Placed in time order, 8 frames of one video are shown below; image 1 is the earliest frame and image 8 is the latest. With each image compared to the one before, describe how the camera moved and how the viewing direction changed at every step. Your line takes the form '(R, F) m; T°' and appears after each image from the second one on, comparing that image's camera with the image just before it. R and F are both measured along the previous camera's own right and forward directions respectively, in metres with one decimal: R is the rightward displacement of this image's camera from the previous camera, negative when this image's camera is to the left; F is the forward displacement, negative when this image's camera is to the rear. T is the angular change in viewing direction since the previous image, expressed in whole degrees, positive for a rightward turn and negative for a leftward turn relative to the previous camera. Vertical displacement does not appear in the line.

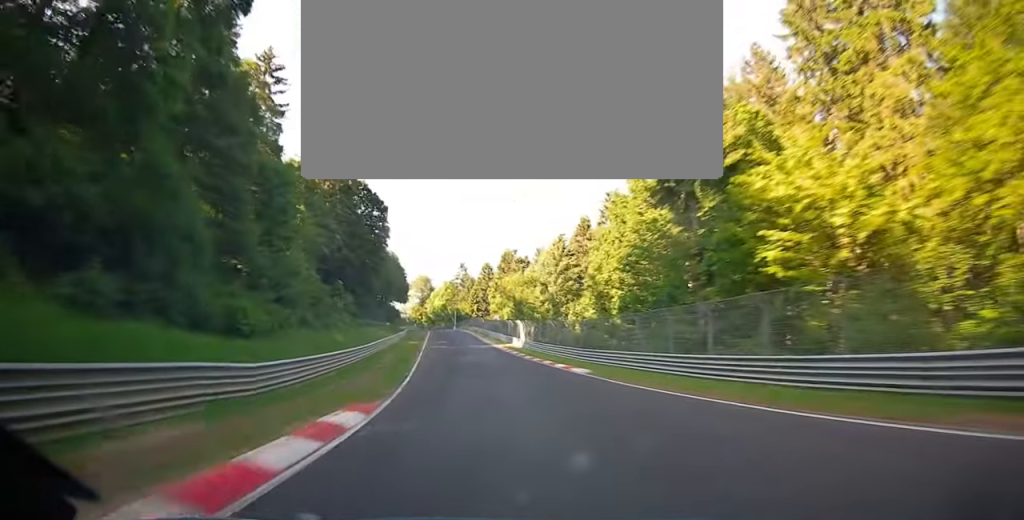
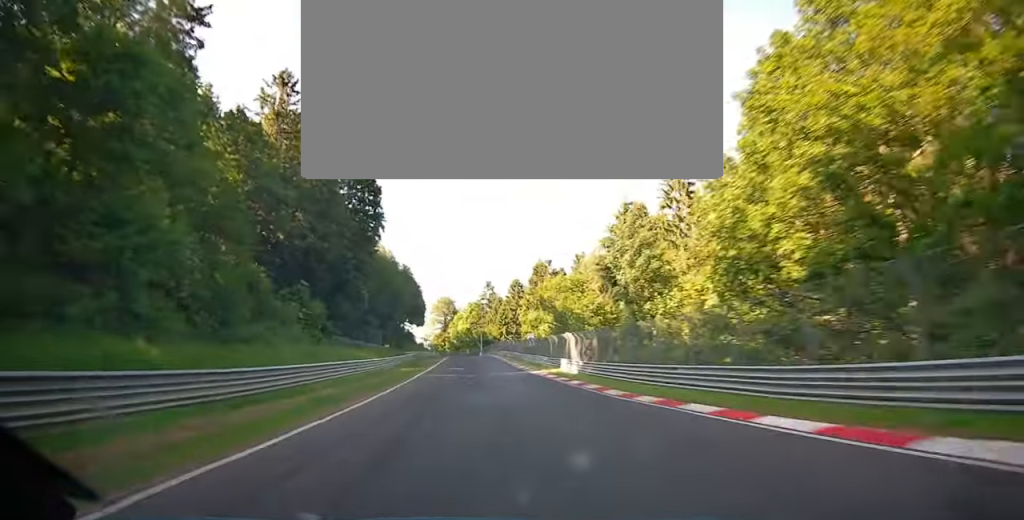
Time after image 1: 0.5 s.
(+0.5, +22.2) m; +1°
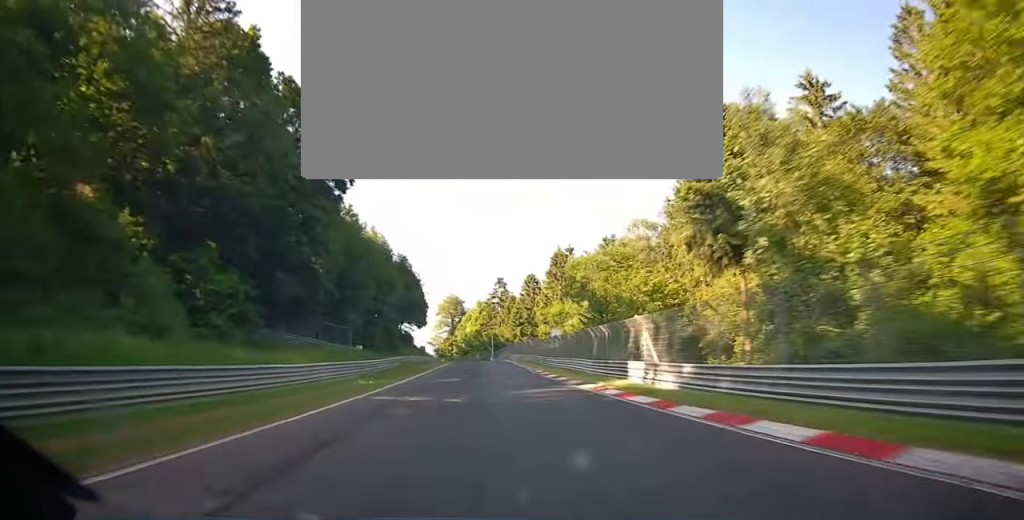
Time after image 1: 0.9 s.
(+0.3, +17.9) m; 0°
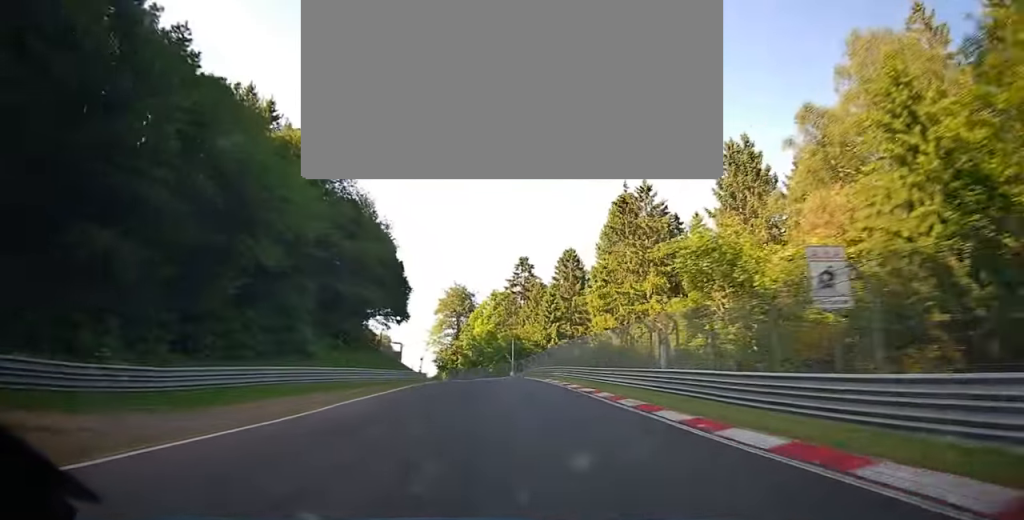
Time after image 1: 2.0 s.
(-0.3, +44.4) m; -7°
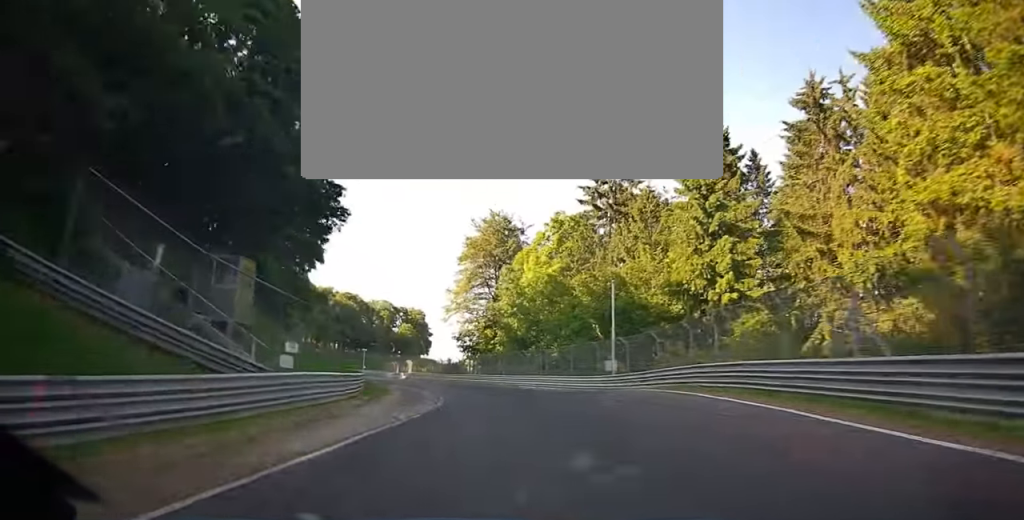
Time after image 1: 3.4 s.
(-10.0, +50.7) m; -24°
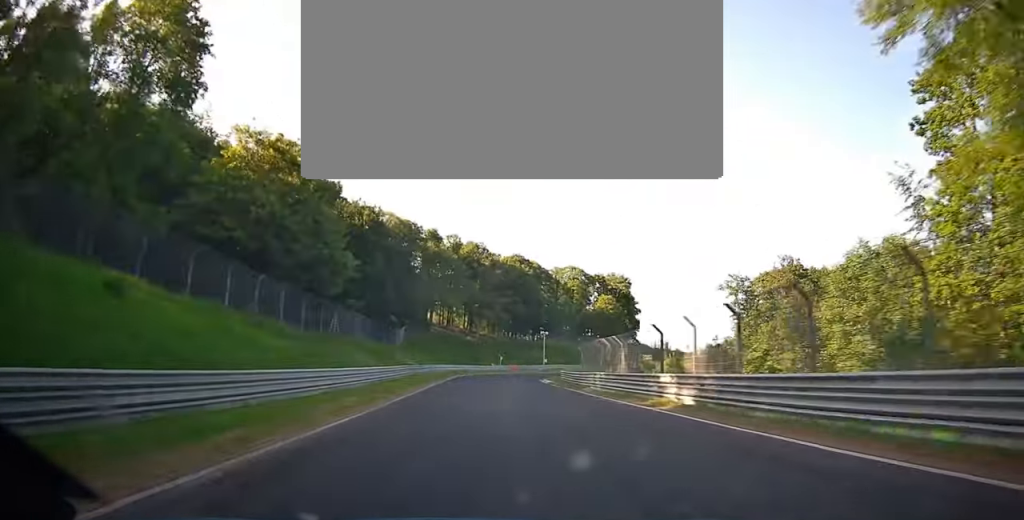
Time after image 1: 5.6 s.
(-26.2, +65.9) m; -28°
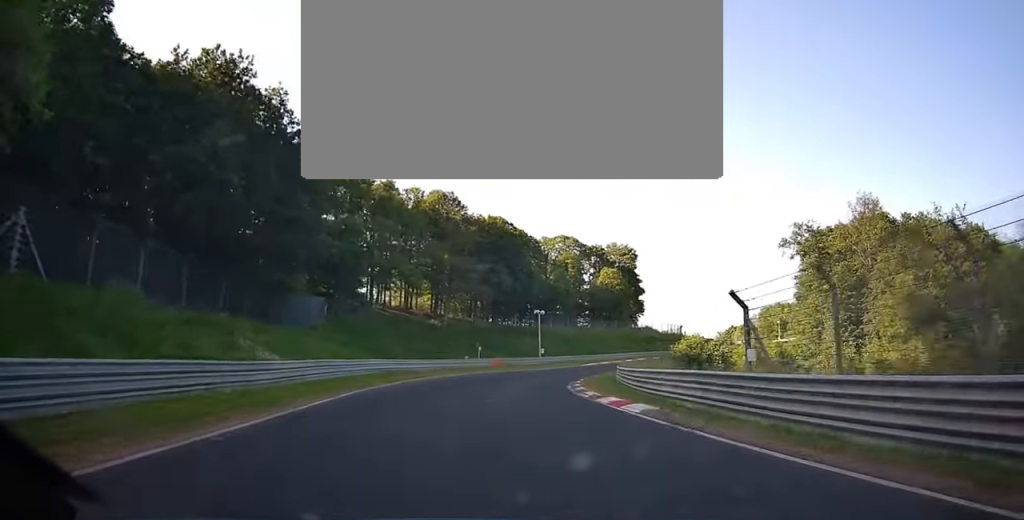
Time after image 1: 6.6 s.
(+2.3, +31.0) m; +14°
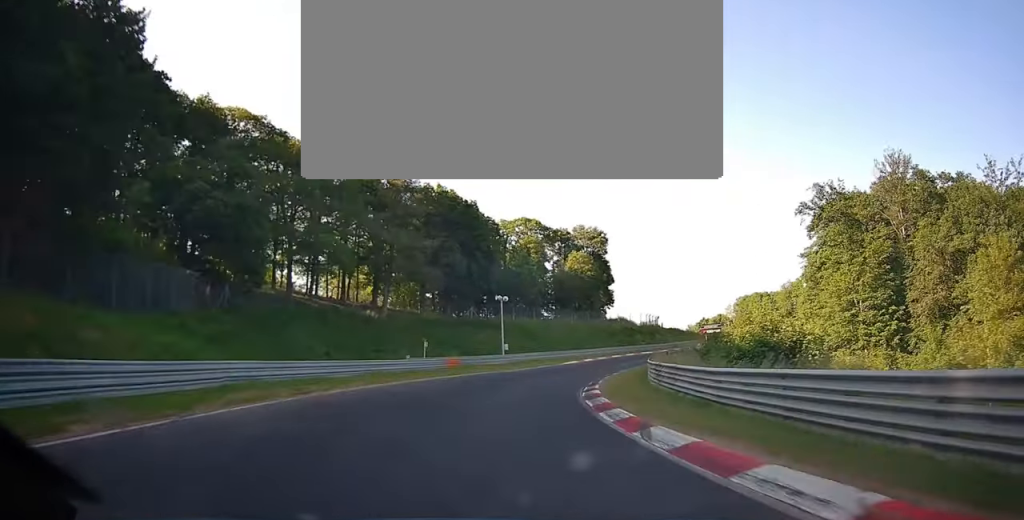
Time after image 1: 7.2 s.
(+0.9, +16.2) m; +12°
